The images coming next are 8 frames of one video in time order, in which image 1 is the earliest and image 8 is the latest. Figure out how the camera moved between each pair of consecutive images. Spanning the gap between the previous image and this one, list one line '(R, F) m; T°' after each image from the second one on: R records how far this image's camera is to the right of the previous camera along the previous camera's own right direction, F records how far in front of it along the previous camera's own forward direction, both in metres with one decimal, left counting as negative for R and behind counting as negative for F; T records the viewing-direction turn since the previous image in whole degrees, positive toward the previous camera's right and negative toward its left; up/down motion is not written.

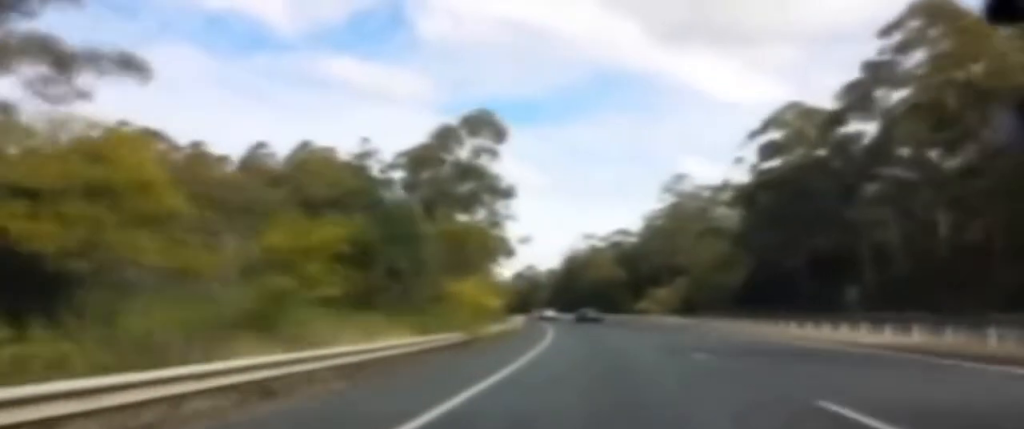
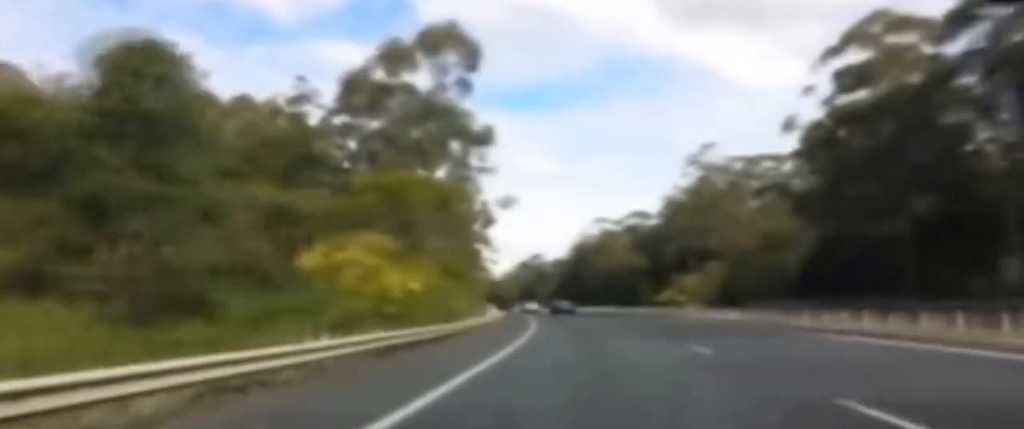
(-0.3, +24.6) m; -2°
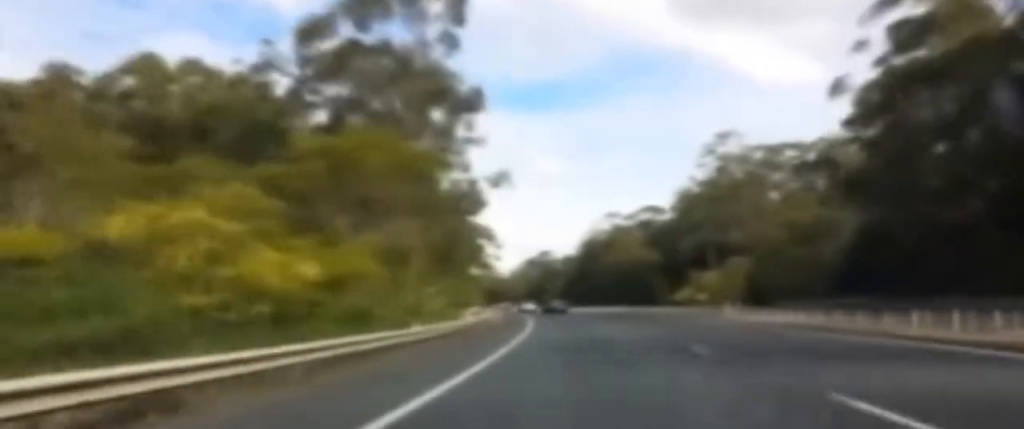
(-0.1, +11.3) m; -1°
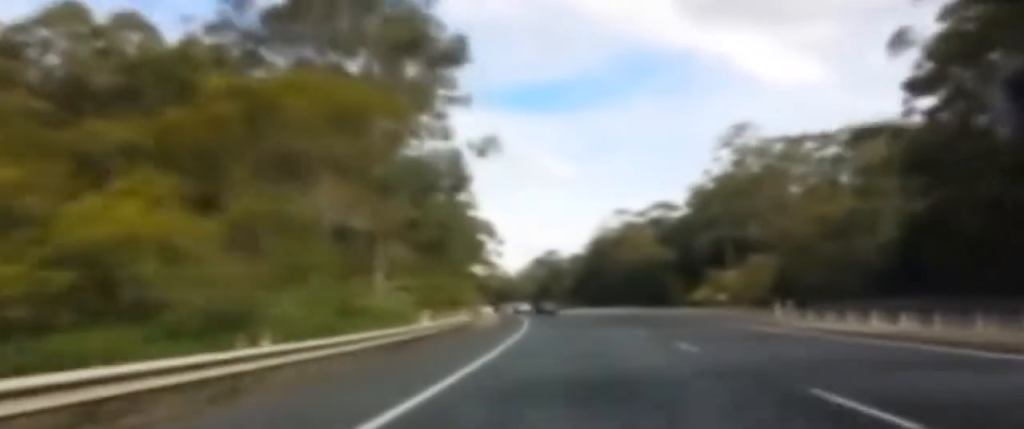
(-0.3, +11.2) m; -1°
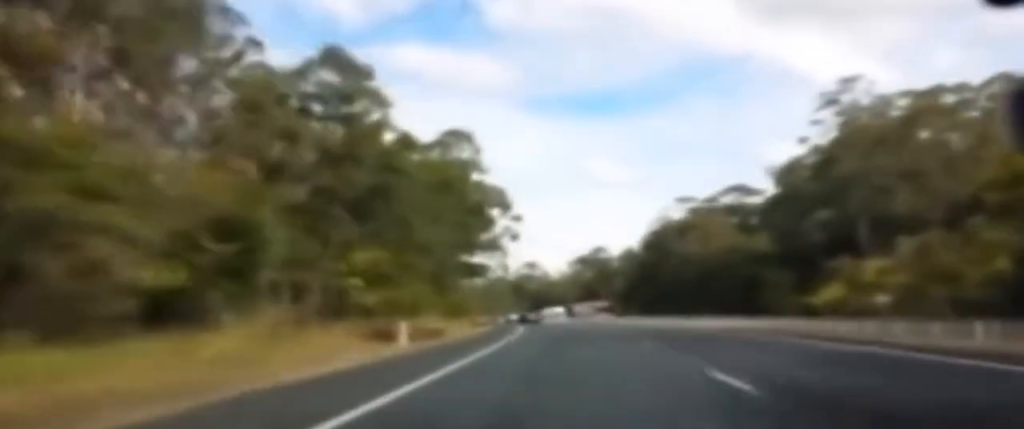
(-0.8, +43.6) m; -3°
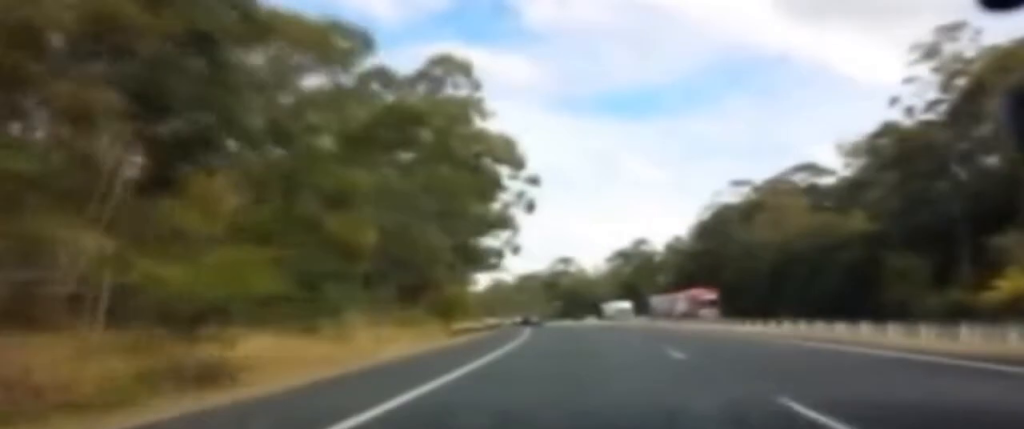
(-0.6, +27.7) m; -2°
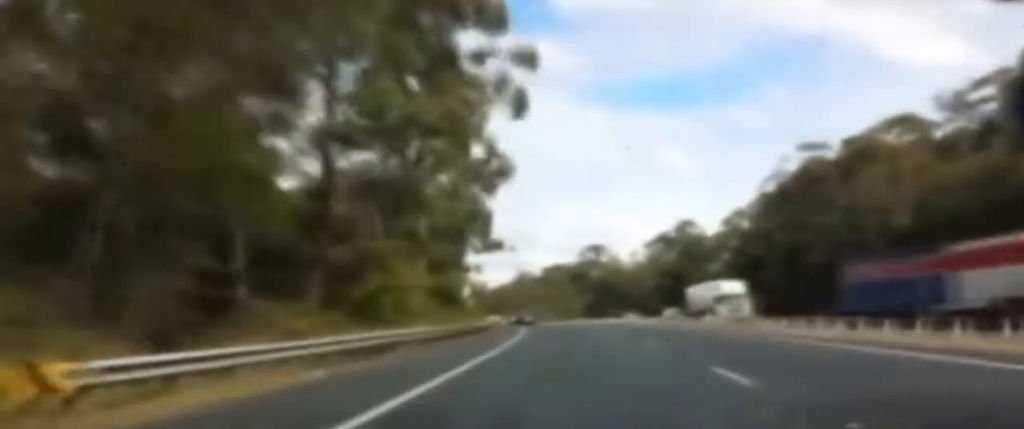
(-0.4, +29.6) m; -1°
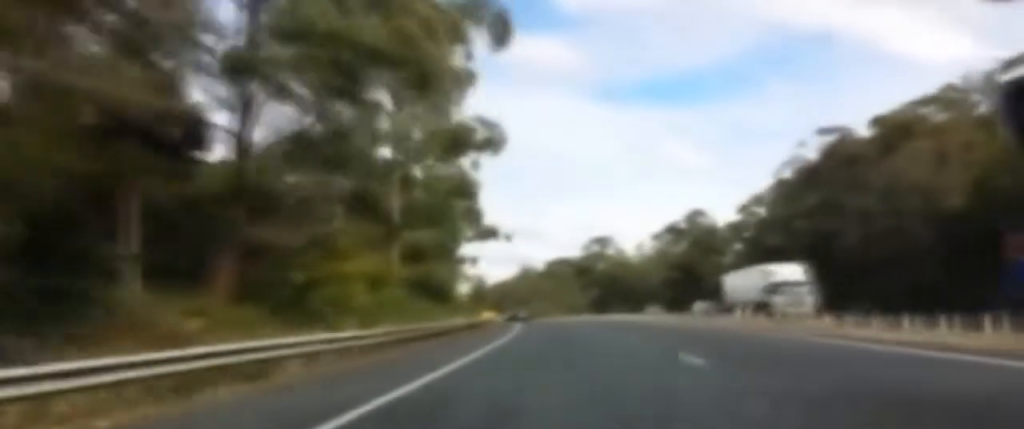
(0.0, +8.5) m; 0°
